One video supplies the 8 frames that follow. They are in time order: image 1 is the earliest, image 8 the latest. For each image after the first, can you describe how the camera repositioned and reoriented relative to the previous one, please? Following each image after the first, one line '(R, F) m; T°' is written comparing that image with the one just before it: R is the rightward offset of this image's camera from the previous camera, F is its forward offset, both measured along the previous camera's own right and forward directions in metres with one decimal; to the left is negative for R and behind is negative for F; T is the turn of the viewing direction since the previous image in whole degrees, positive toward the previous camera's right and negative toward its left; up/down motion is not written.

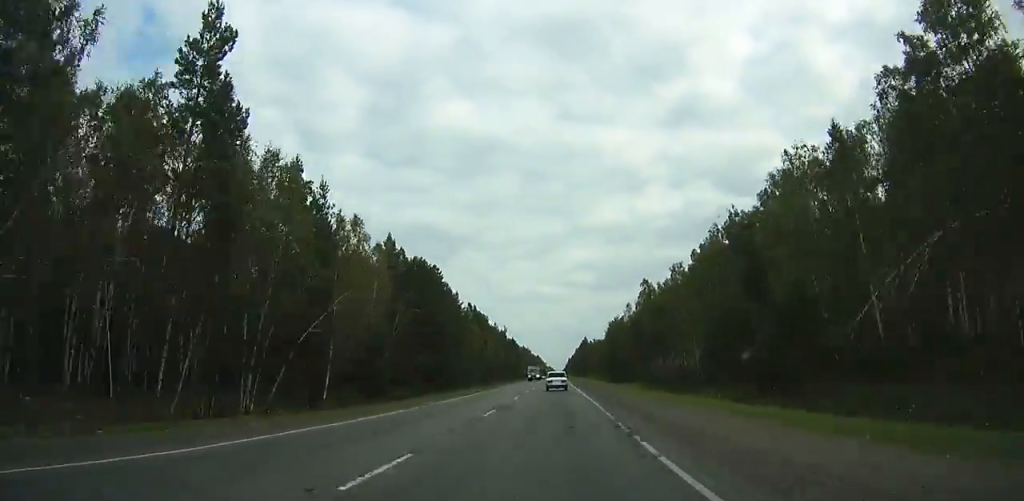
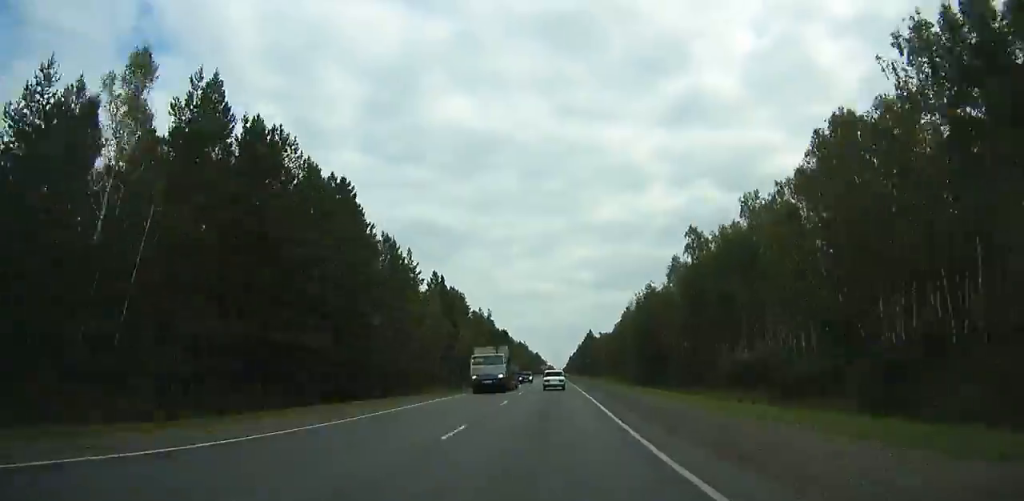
(0.0, +41.8) m; 0°
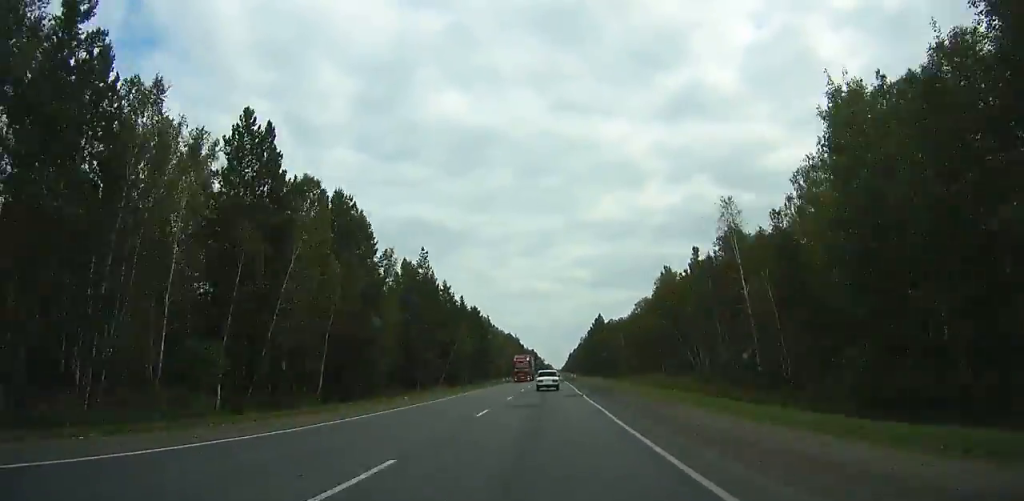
(-0.2, +66.3) m; 0°
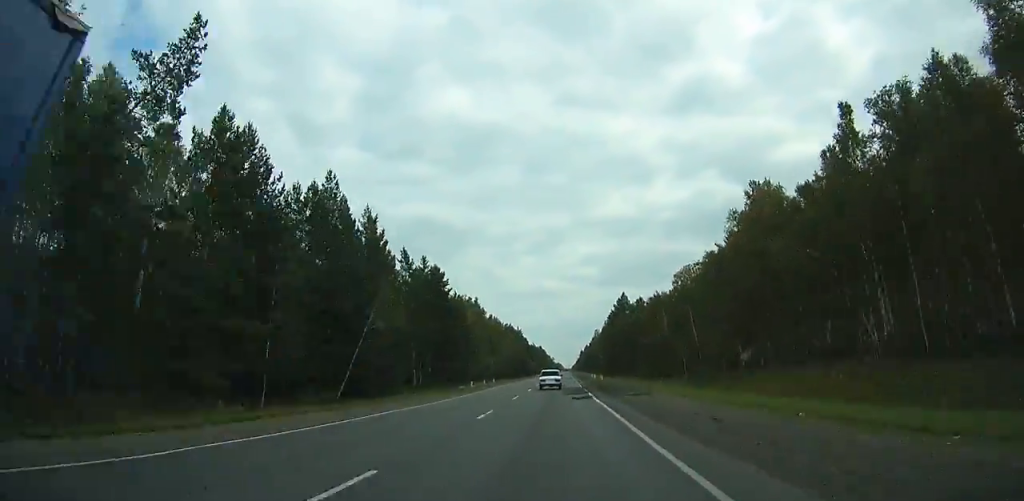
(-0.1, +49.4) m; 0°
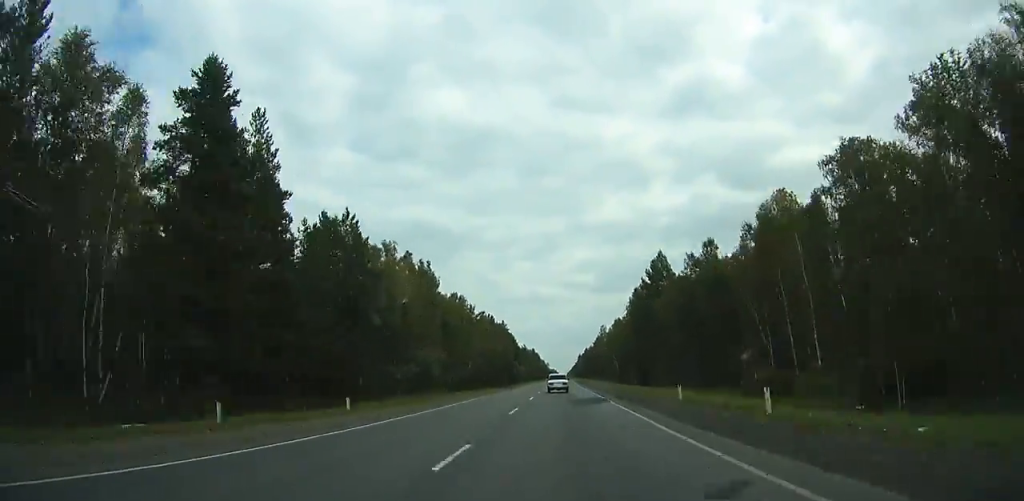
(-0.2, +57.9) m; 0°
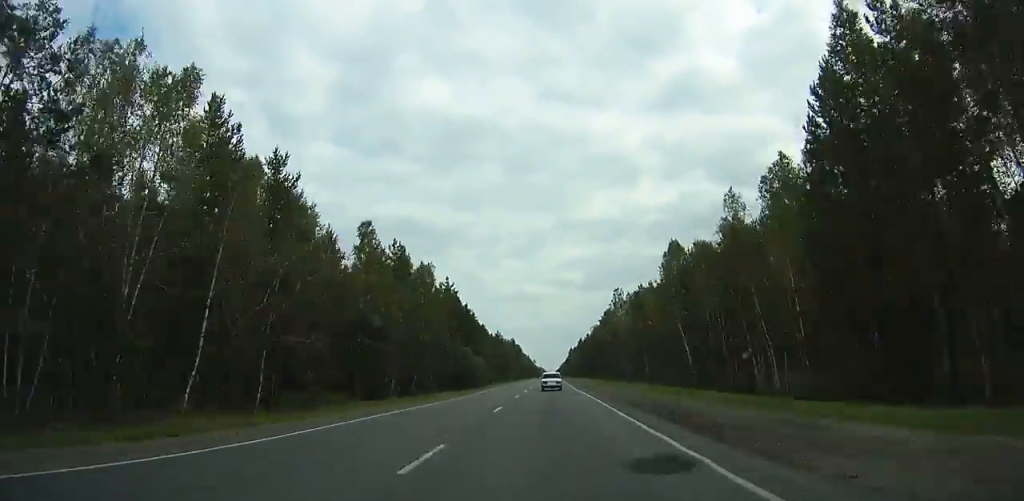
(+0.7, +84.4) m; +1°
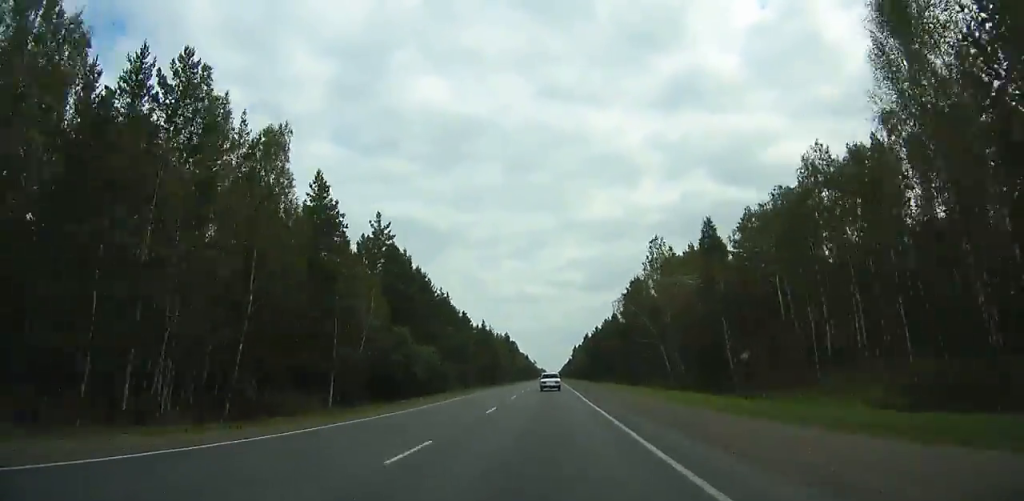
(+0.1, +47.1) m; 0°
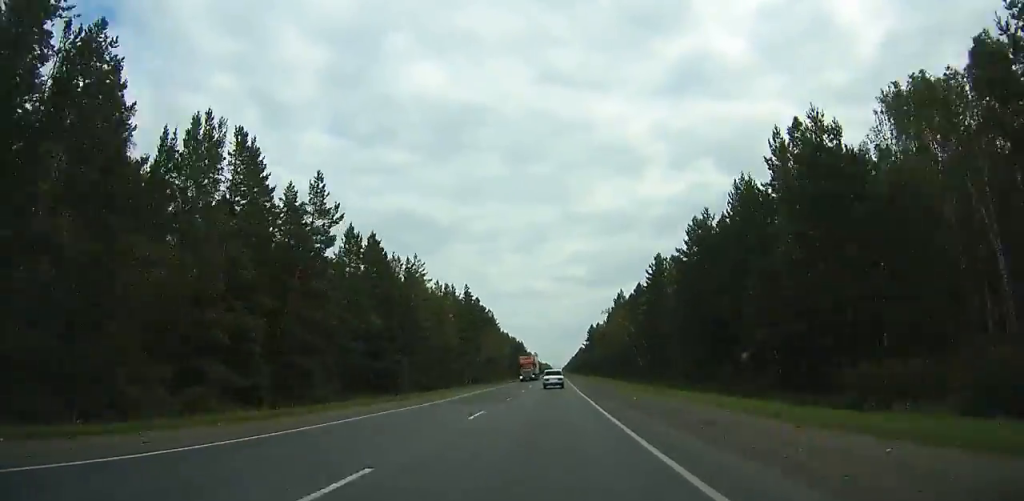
(-0.5, +123.1) m; -1°
